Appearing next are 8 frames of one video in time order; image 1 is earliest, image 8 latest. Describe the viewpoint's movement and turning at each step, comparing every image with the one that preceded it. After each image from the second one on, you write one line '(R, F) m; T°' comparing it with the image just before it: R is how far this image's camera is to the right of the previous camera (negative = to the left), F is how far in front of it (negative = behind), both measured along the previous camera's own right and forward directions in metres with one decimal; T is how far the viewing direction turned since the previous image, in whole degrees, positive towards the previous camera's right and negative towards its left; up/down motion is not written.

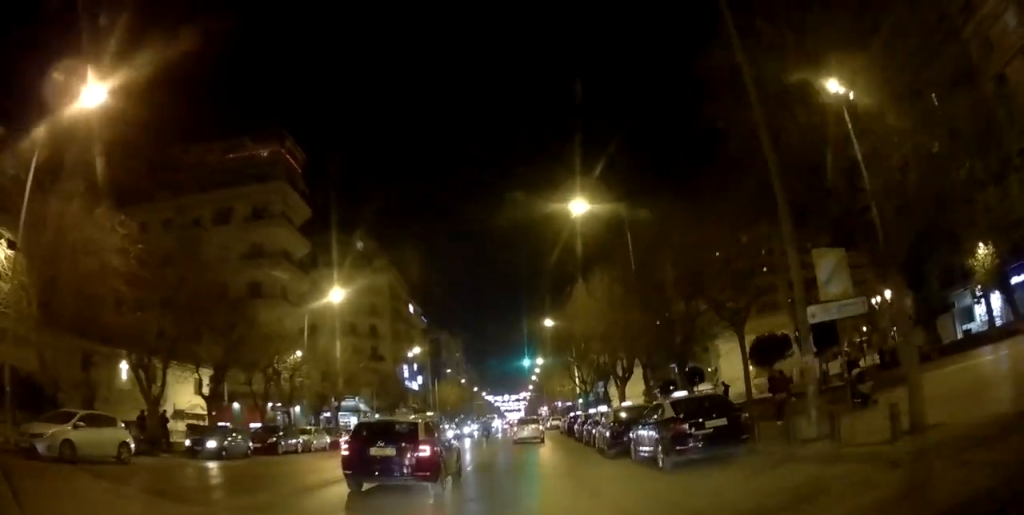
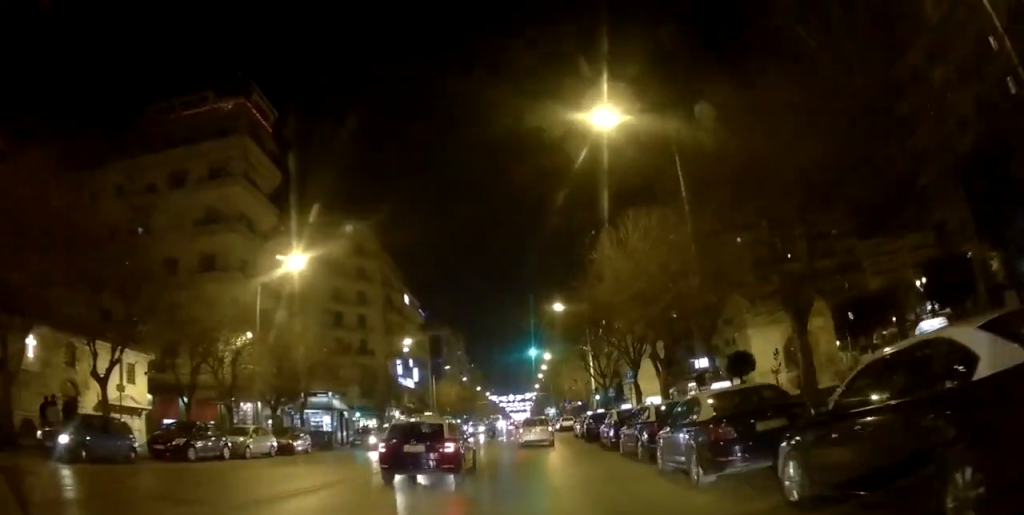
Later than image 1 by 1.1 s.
(+0.3, +8.8) m; +2°
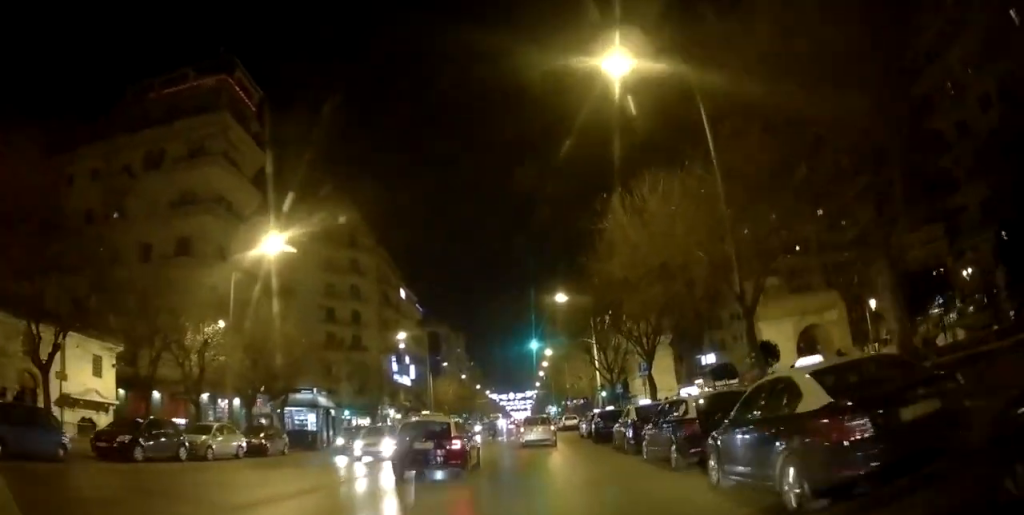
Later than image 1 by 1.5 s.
(+0.1, +3.3) m; -1°
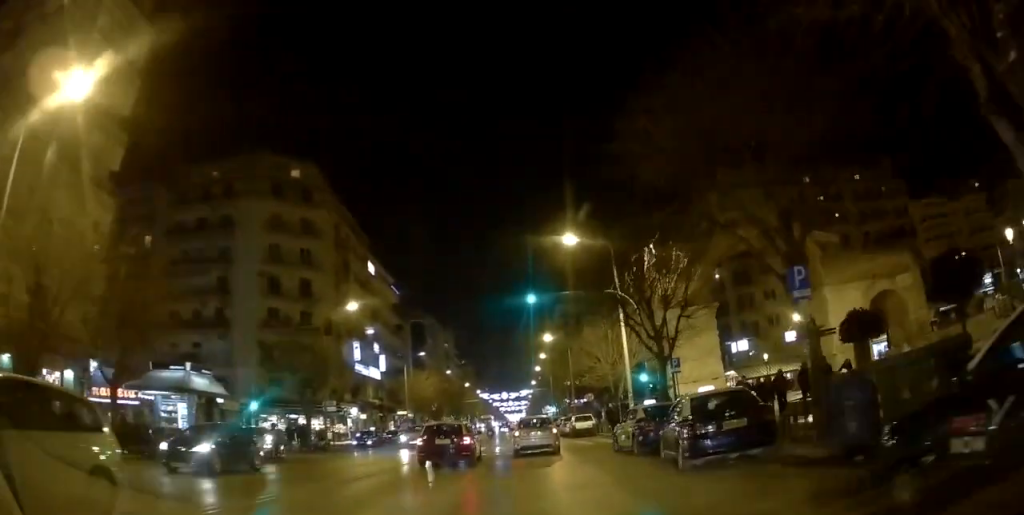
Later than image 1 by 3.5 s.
(-0.6, +15.8) m; -1°
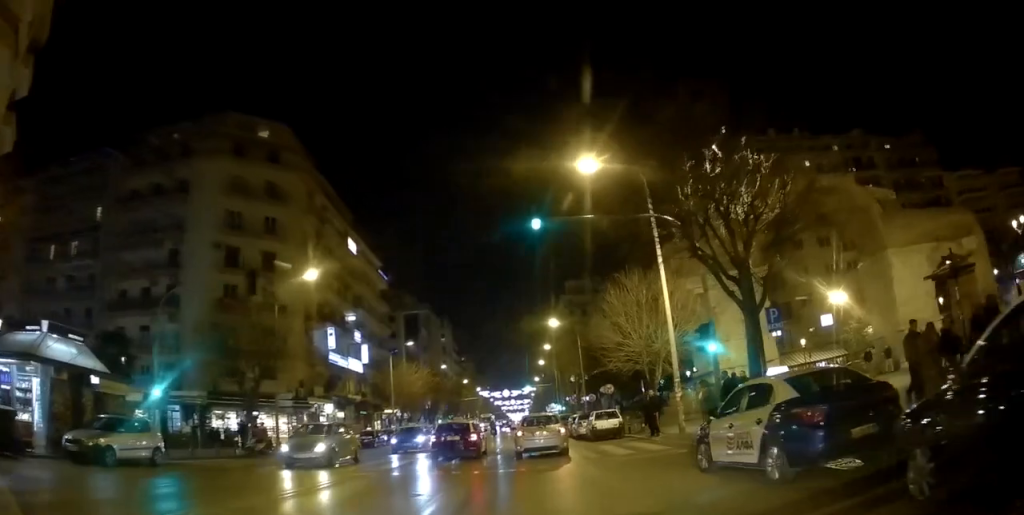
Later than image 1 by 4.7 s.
(+0.2, +9.4) m; +1°
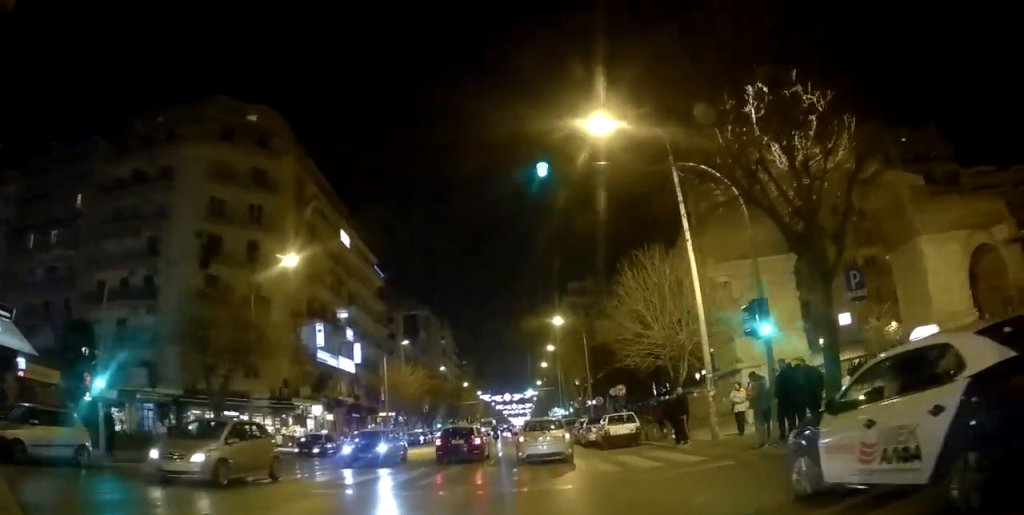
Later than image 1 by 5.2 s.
(0.0, +3.7) m; 0°
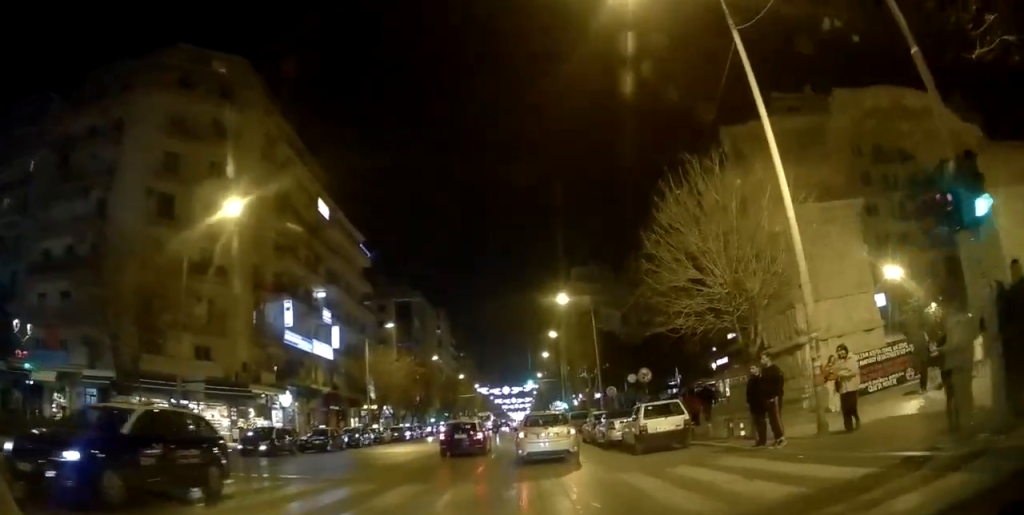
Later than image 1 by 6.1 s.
(0.0, +6.9) m; 0°
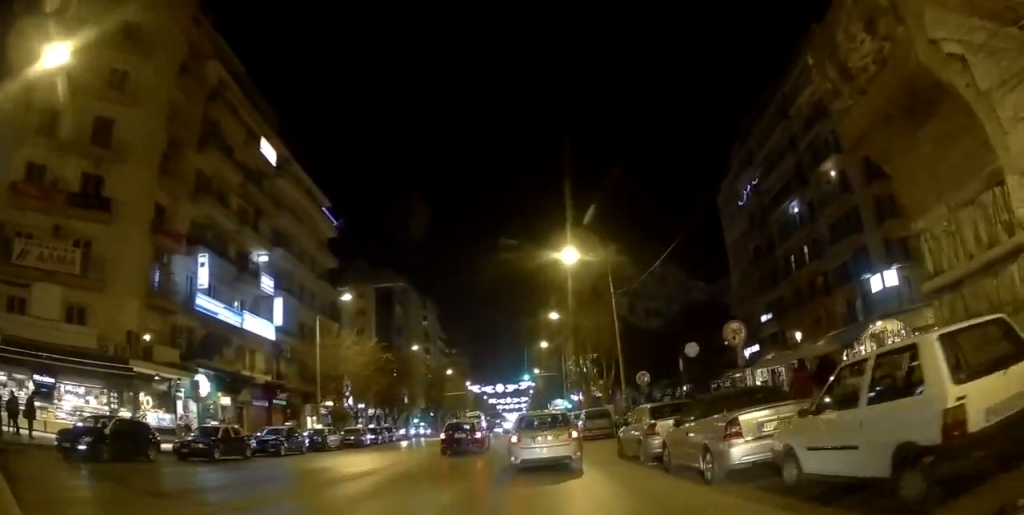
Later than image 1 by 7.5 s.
(0.0, +12.2) m; +1°
